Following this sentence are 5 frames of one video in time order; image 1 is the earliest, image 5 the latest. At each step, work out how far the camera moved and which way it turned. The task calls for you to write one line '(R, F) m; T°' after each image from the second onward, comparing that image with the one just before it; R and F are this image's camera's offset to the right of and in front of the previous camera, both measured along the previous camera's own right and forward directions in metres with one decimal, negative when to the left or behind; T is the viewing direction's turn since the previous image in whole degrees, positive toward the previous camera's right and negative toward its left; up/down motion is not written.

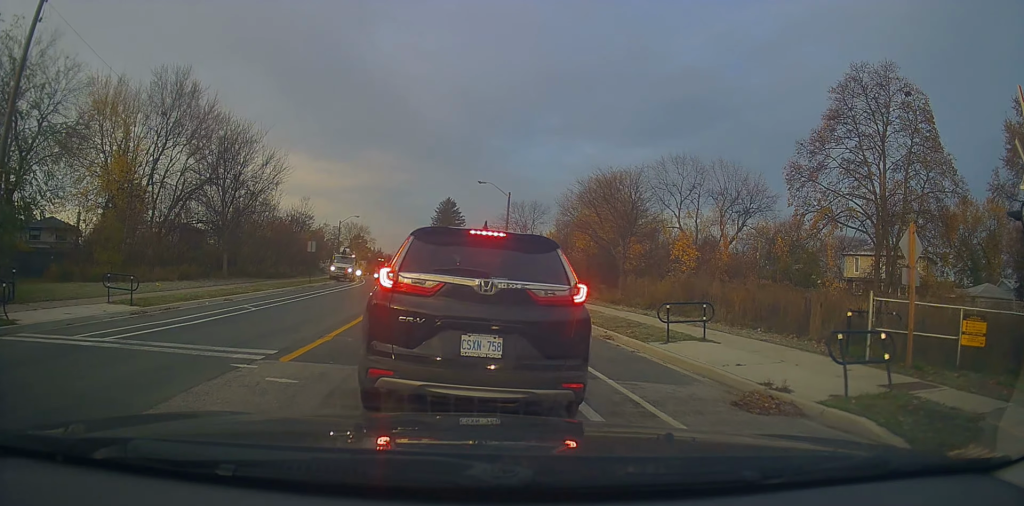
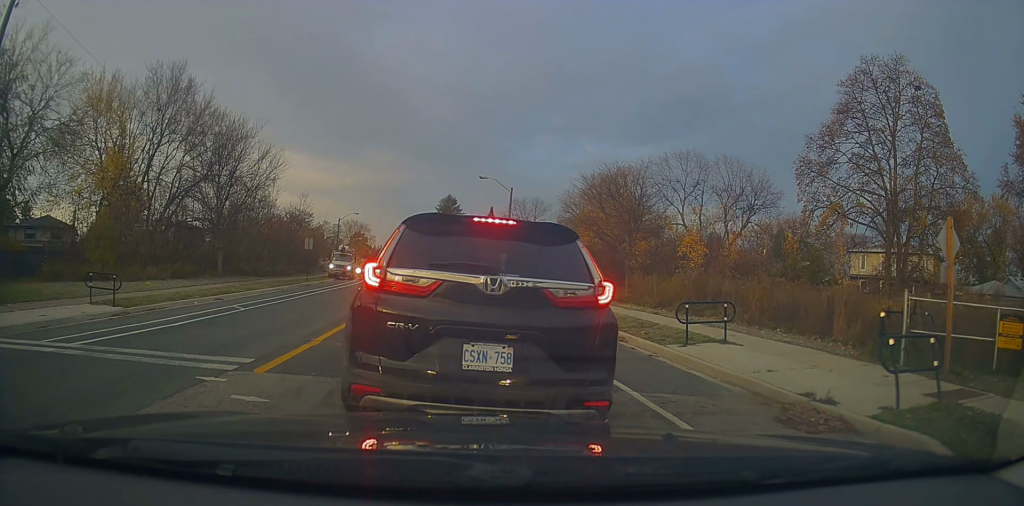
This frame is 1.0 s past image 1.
(-0.6, +0.9) m; 0°
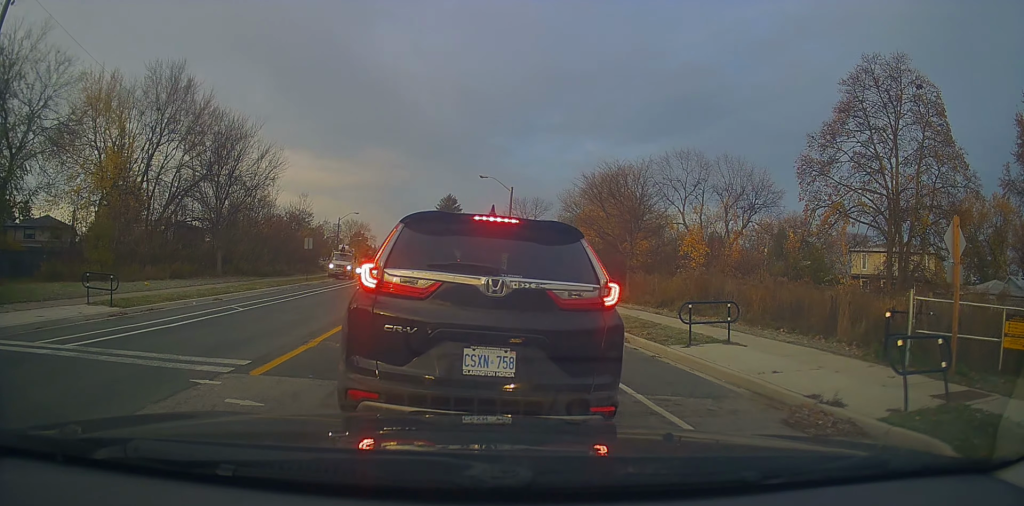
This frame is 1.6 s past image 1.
(-0.3, +0.5) m; 0°
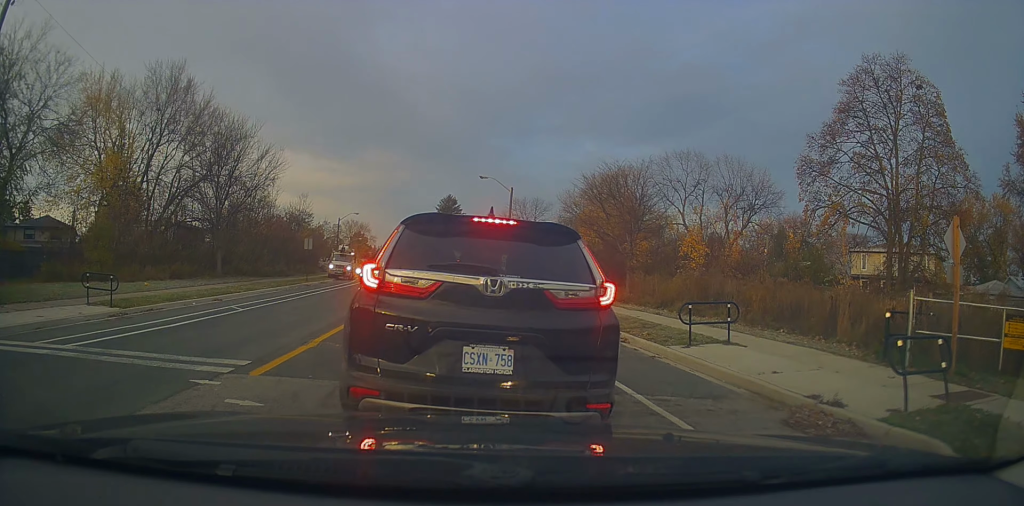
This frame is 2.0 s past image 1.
(-0.2, +0.3) m; 0°
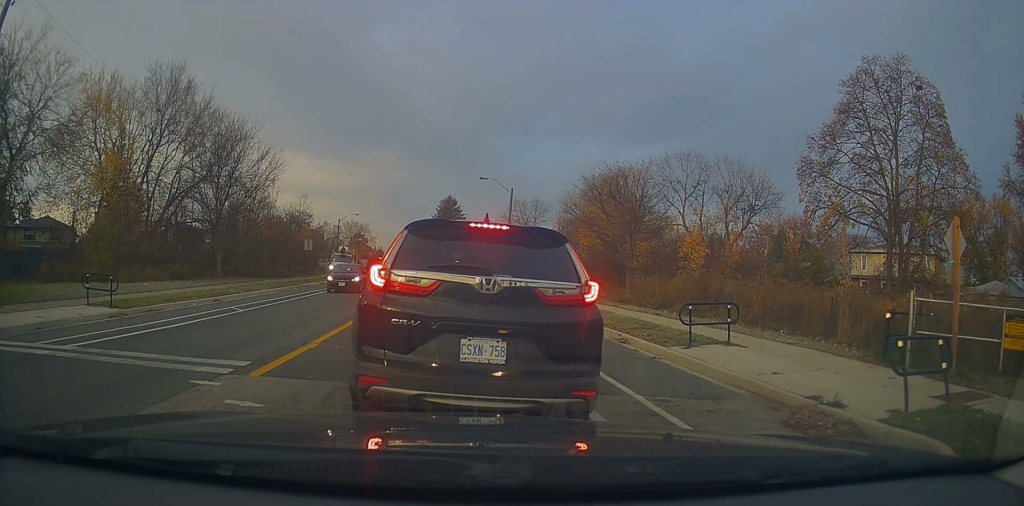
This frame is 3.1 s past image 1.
(0.0, +0.4) m; 0°
